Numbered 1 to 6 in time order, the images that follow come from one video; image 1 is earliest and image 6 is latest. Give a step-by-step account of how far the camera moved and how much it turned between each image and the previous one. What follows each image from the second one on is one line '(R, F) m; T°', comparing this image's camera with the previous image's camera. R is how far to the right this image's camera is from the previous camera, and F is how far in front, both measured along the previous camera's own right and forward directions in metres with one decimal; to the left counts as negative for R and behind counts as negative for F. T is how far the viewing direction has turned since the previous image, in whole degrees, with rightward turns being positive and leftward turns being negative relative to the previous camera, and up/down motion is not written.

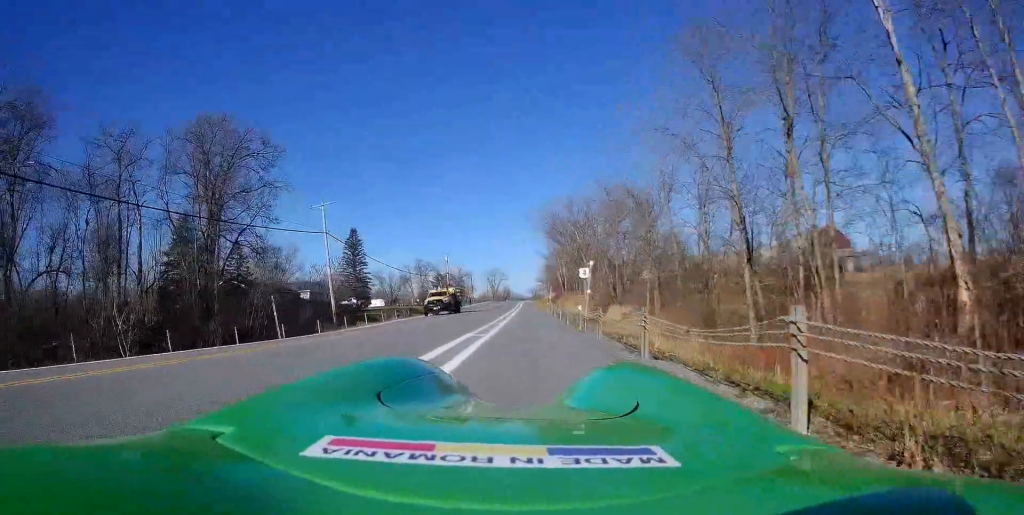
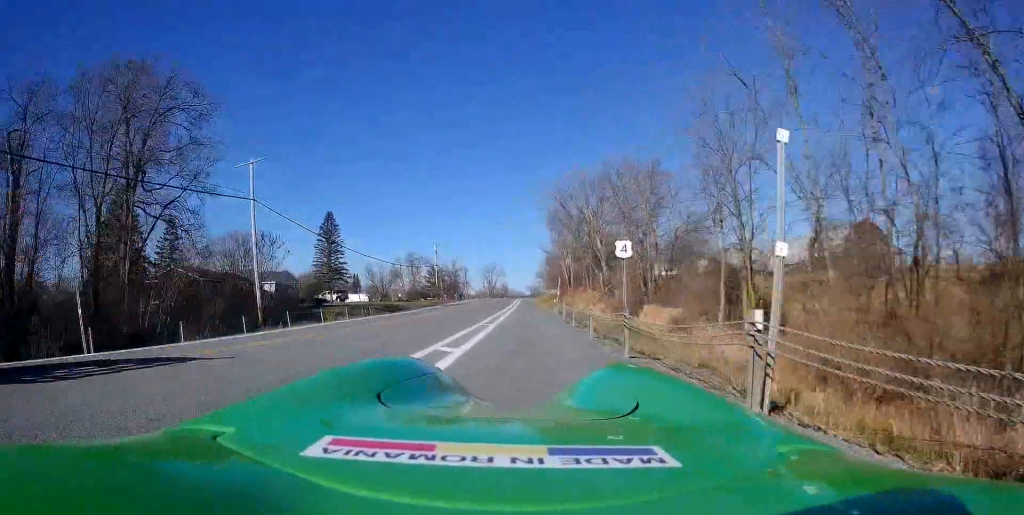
(-0.9, +13.9) m; -5°
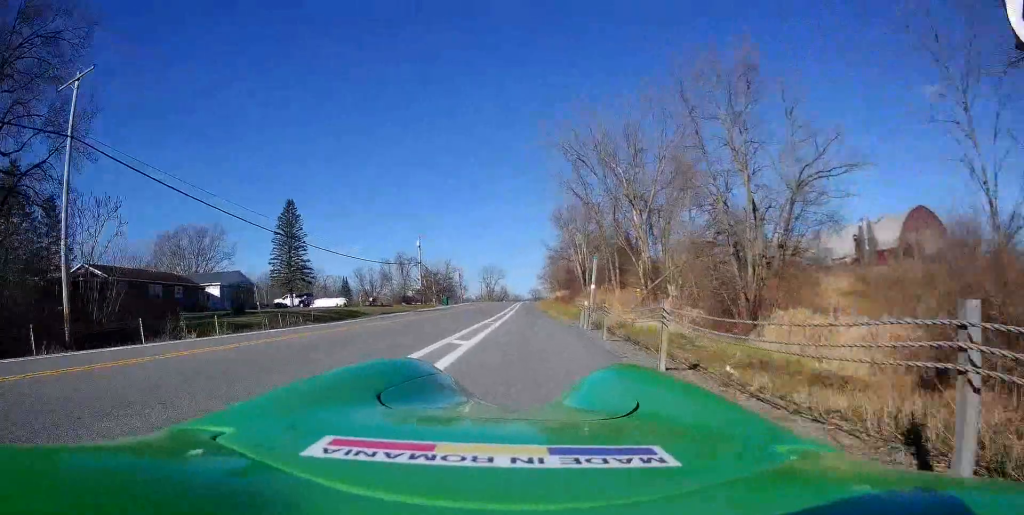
(+0.7, +16.5) m; +6°
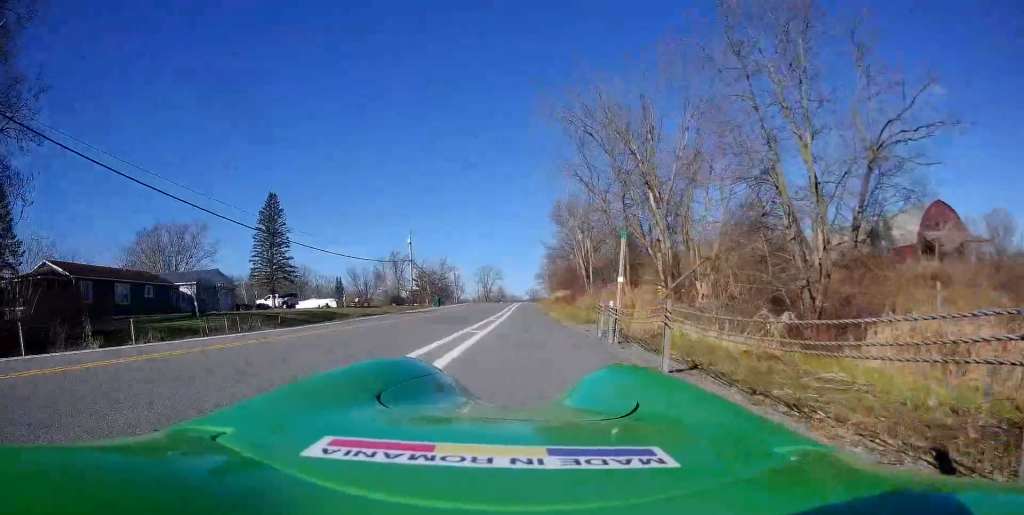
(+0.1, +5.4) m; 0°
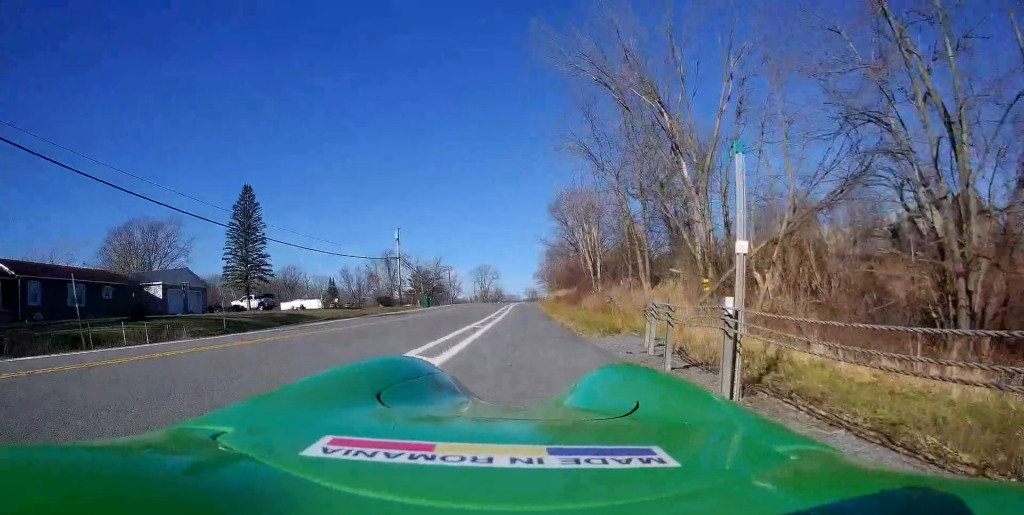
(+0.1, +6.5) m; -2°
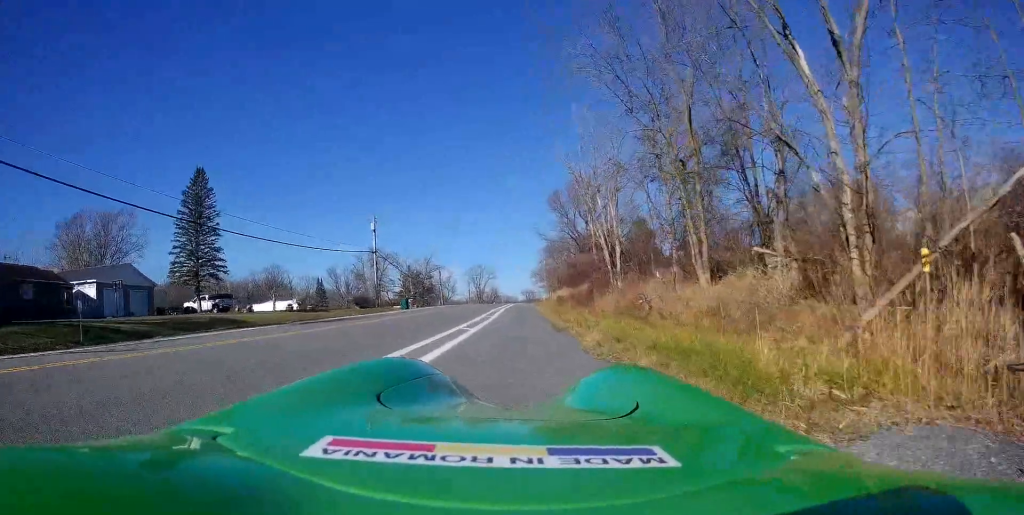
(-0.2, +10.6) m; +1°
